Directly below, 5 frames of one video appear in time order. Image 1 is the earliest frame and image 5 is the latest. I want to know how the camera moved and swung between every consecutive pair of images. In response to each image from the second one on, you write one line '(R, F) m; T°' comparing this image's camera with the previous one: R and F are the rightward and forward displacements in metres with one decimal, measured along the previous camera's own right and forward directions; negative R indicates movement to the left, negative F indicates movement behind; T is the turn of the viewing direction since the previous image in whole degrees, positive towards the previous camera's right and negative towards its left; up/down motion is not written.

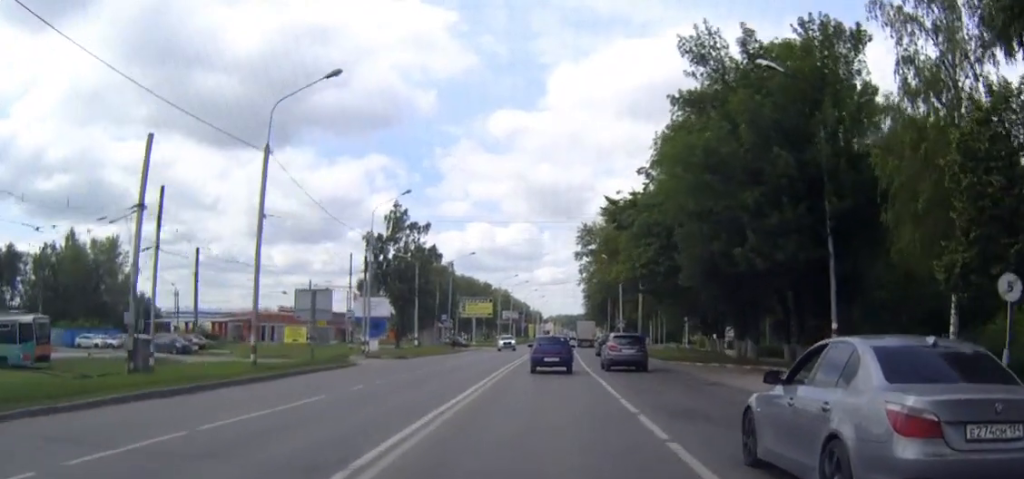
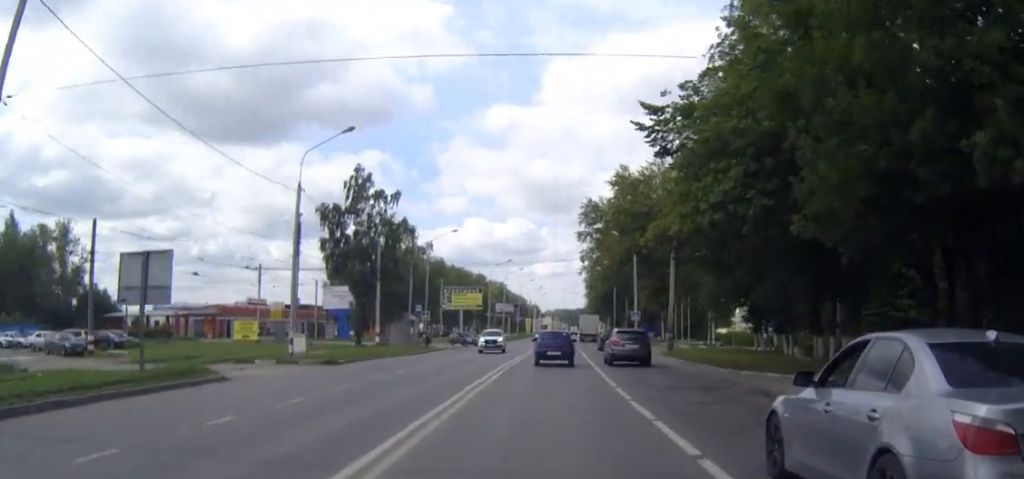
(+0.1, +18.0) m; 0°
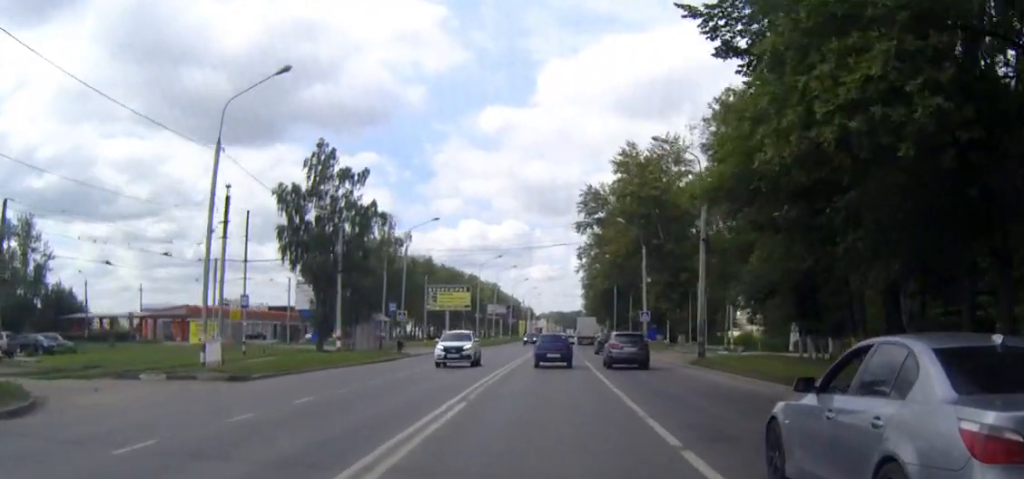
(0.0, +11.1) m; -1°
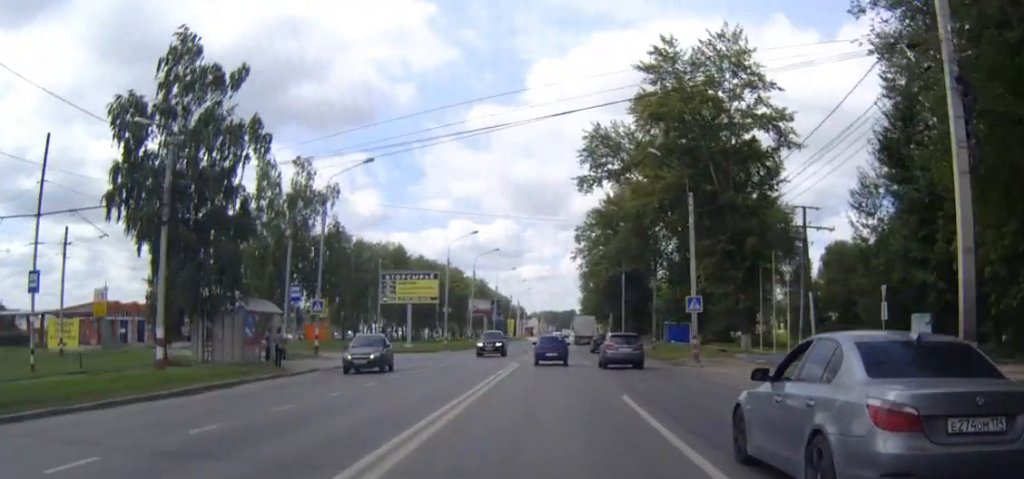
(-0.5, +26.1) m; -1°
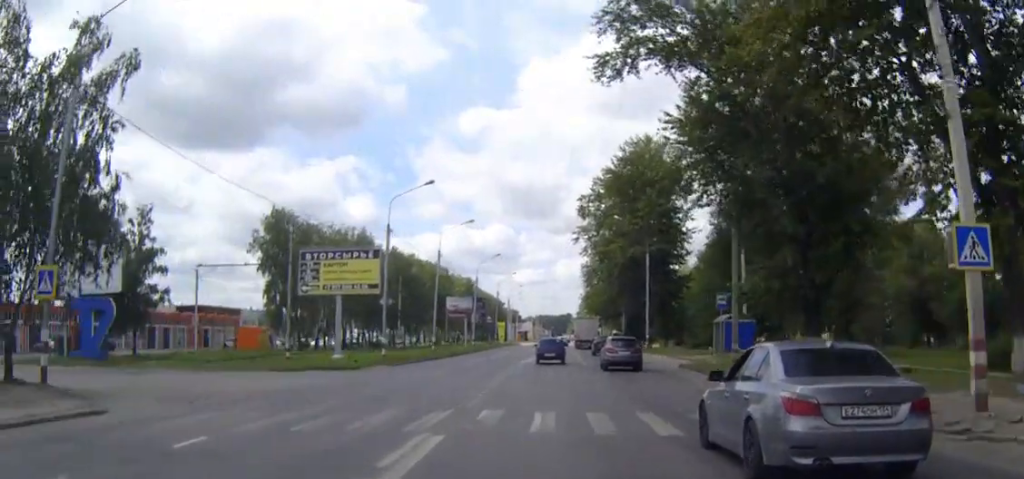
(+0.8, +27.9) m; +2°
